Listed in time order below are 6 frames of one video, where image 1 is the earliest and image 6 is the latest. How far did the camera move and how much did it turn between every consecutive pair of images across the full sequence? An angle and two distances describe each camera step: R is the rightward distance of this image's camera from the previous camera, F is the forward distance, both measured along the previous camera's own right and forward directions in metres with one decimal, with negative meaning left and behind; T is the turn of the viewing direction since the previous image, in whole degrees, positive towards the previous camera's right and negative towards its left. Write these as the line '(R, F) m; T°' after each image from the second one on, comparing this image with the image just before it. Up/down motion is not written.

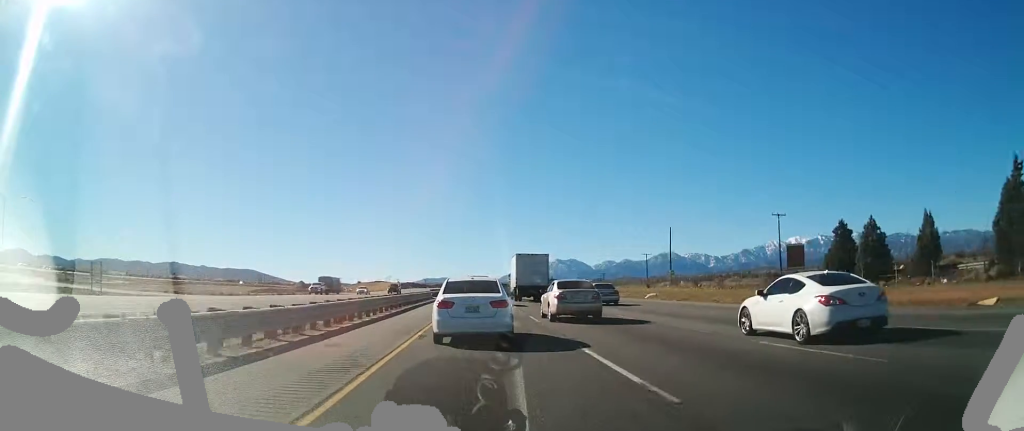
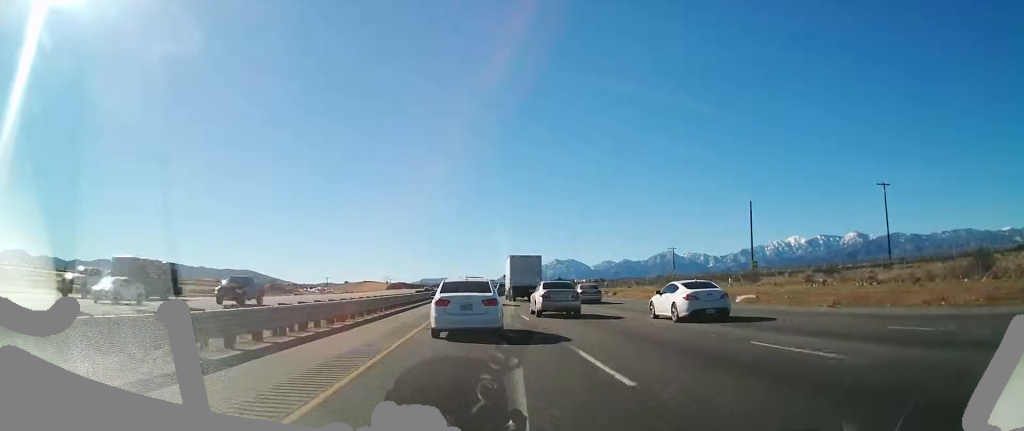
(-0.1, +28.3) m; 0°
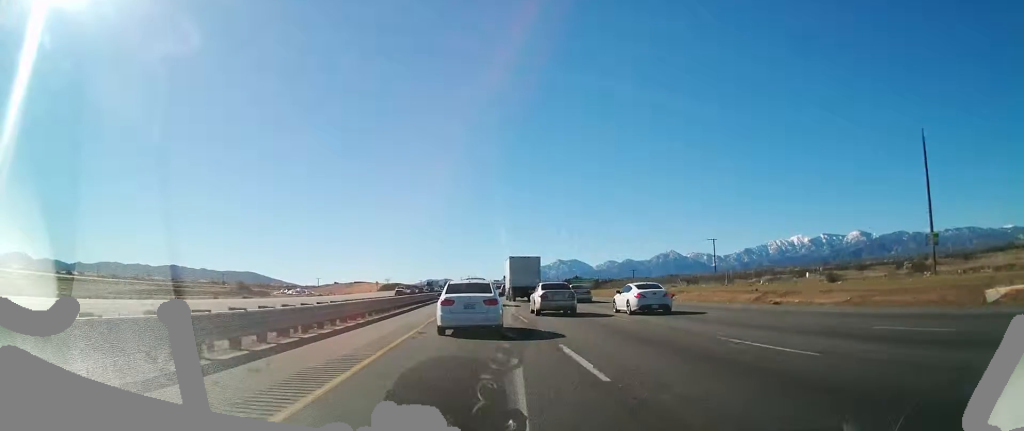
(+0.2, +27.3) m; 0°
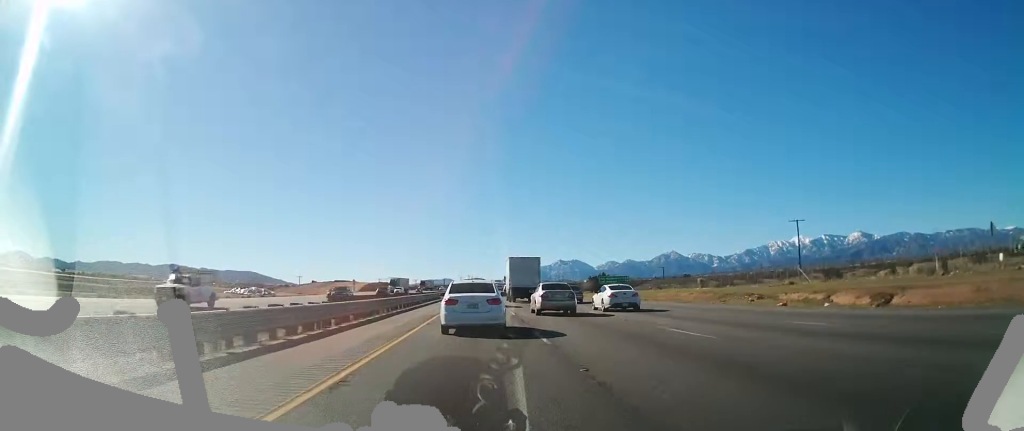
(-0.3, +37.3) m; 0°
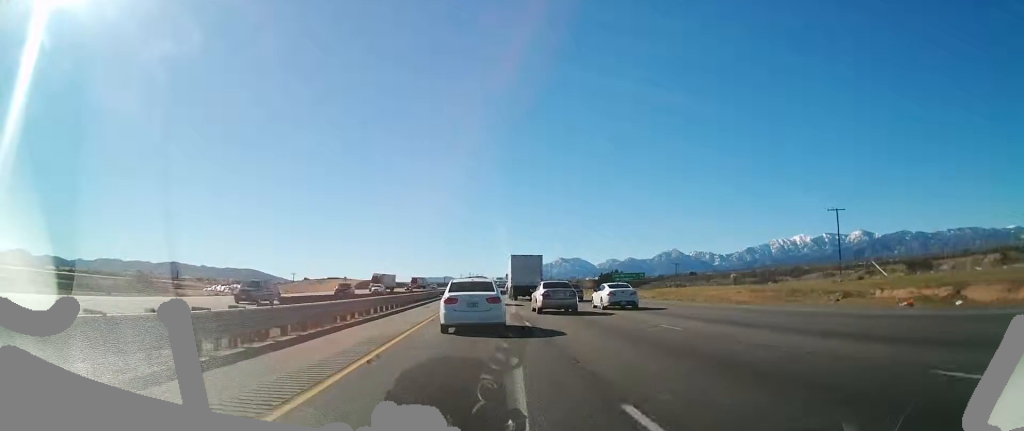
(0.0, +11.8) m; 0°
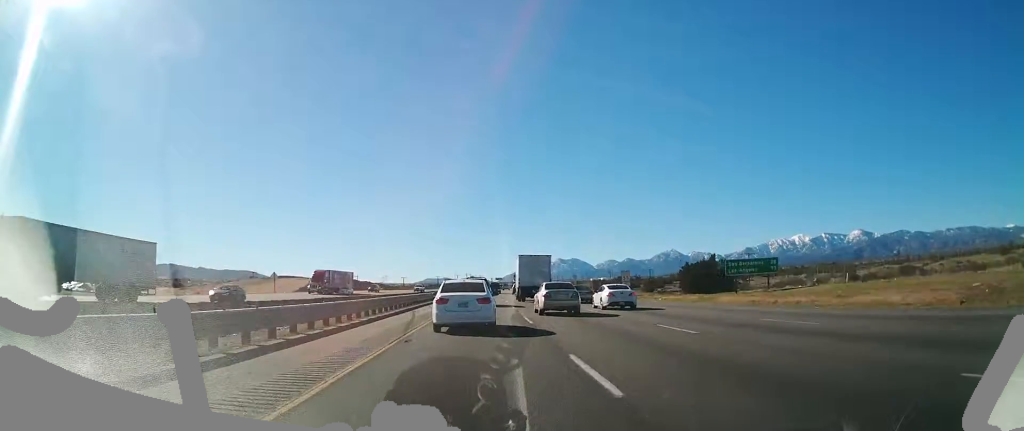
(0.0, +54.1) m; 0°
